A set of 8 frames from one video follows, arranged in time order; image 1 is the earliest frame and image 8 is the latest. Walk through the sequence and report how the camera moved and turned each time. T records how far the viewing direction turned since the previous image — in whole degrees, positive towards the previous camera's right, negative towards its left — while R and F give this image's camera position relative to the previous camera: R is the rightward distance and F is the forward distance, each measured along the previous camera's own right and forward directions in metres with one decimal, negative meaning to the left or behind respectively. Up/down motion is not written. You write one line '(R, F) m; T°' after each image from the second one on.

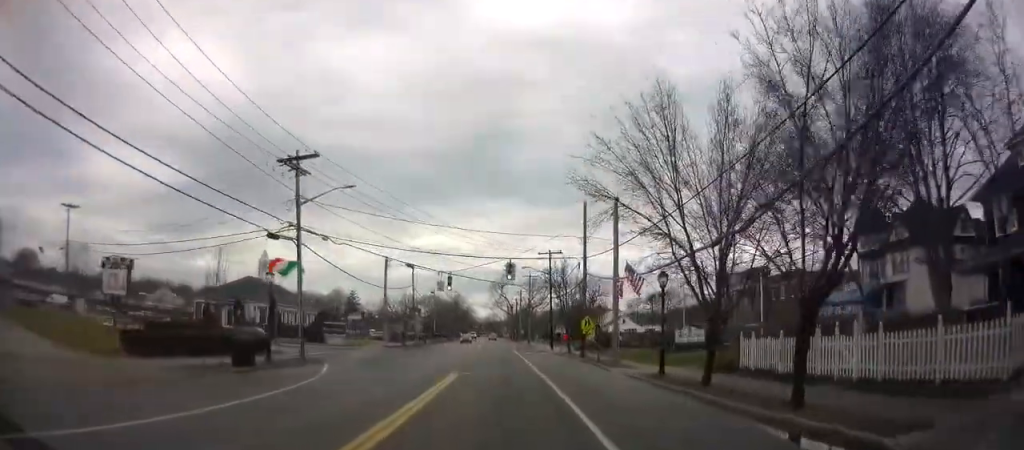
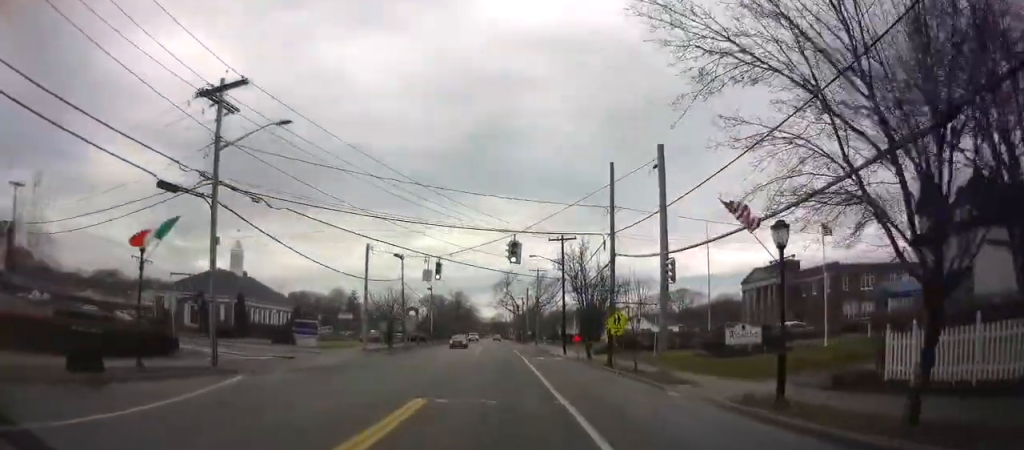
(-0.3, +10.2) m; 0°
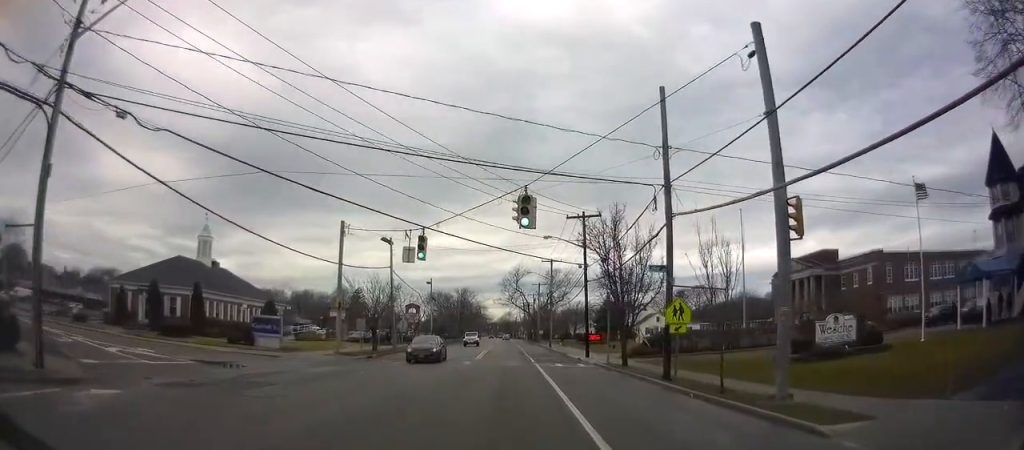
(+0.2, +11.0) m; +1°
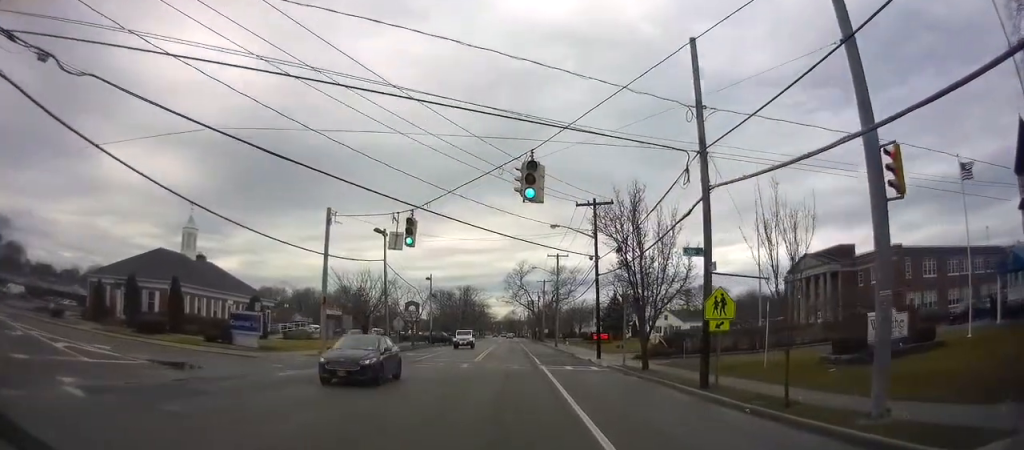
(0.0, +4.5) m; +1°
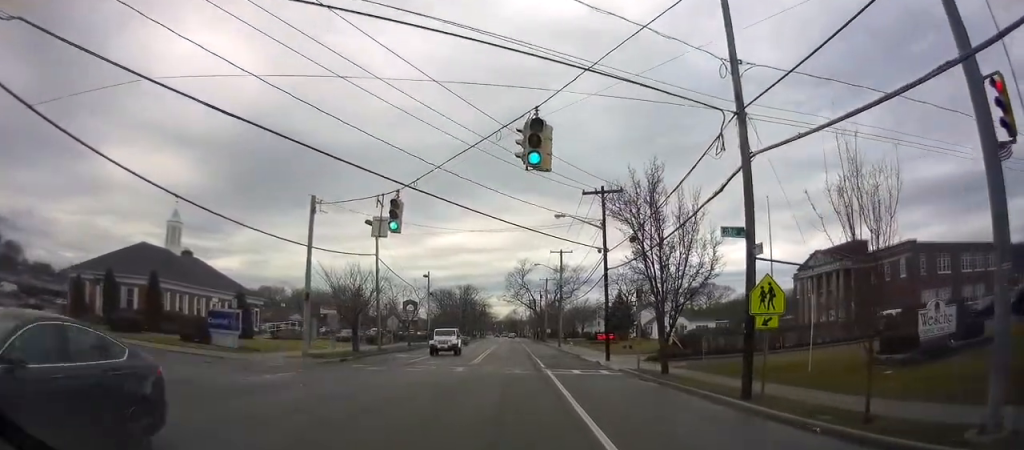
(+0.1, +3.8) m; +2°
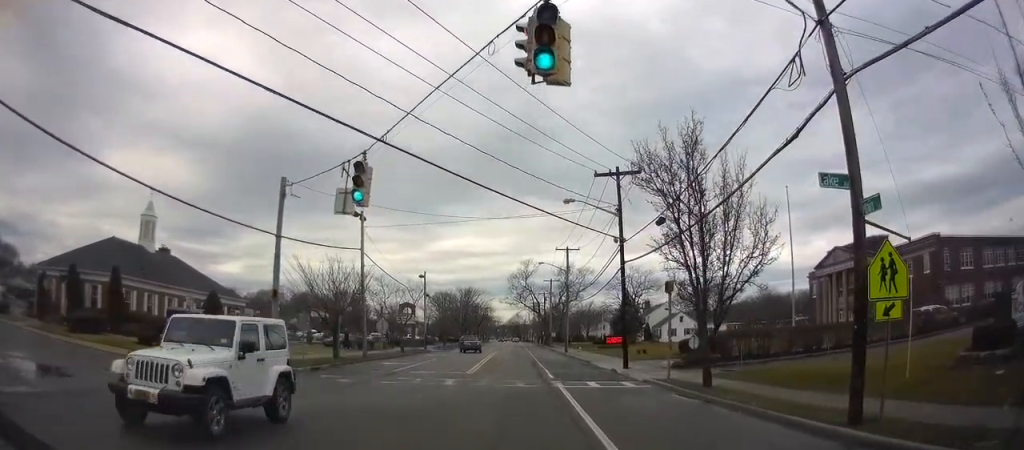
(-0.1, +5.2) m; -11°
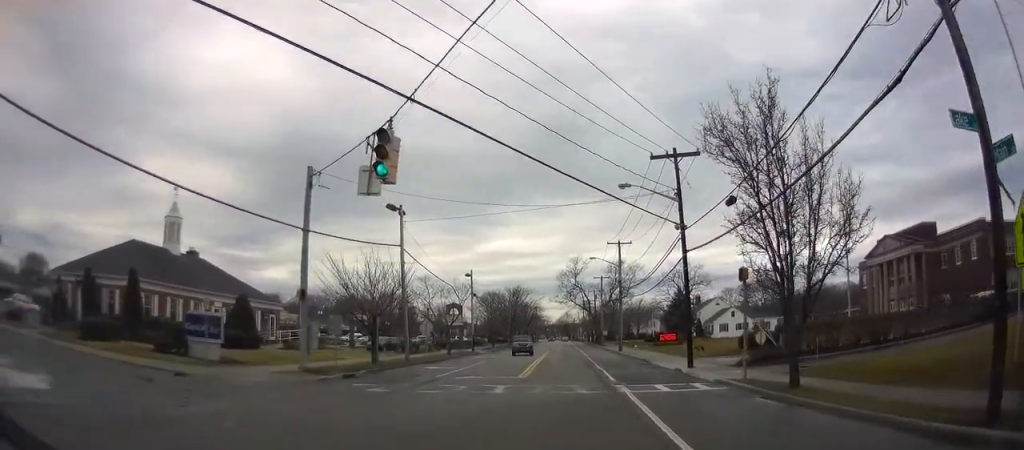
(-0.1, +2.0) m; -9°
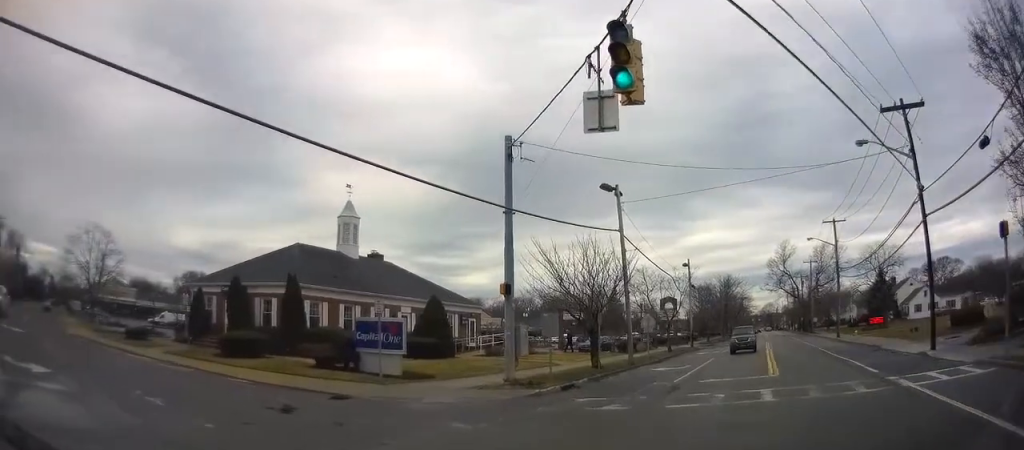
(-0.4, +3.5) m; -15°
